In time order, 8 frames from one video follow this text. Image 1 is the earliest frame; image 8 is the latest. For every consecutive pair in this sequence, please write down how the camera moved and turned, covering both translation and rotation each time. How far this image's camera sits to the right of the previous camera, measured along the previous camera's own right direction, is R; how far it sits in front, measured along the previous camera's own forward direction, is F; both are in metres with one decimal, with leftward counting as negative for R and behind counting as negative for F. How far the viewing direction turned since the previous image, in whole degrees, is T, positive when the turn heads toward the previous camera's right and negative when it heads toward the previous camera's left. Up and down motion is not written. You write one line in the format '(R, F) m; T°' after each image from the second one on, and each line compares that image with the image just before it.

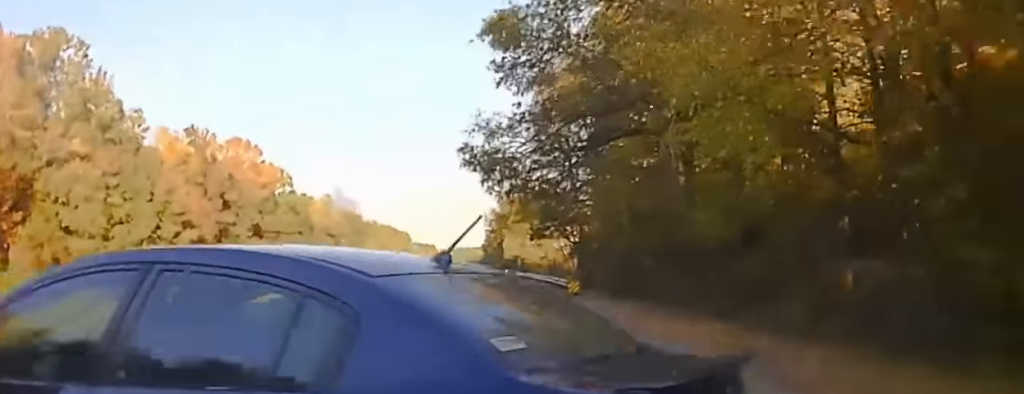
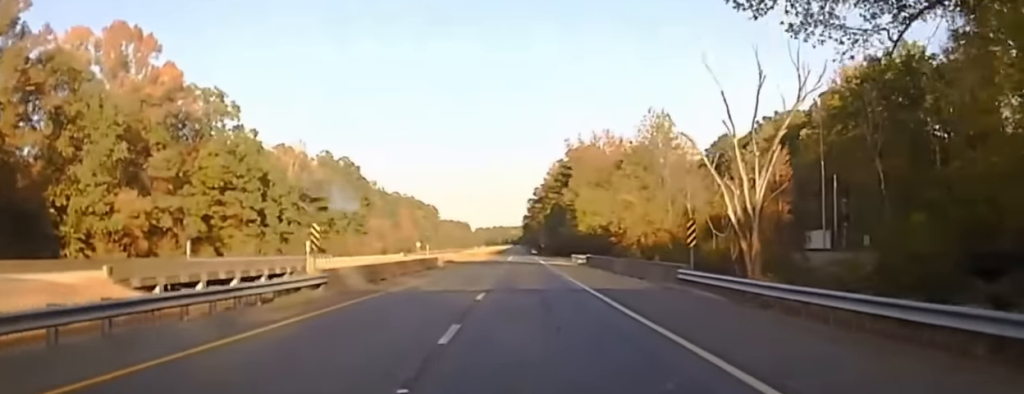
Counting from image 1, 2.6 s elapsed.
(-3.3, +68.3) m; -3°
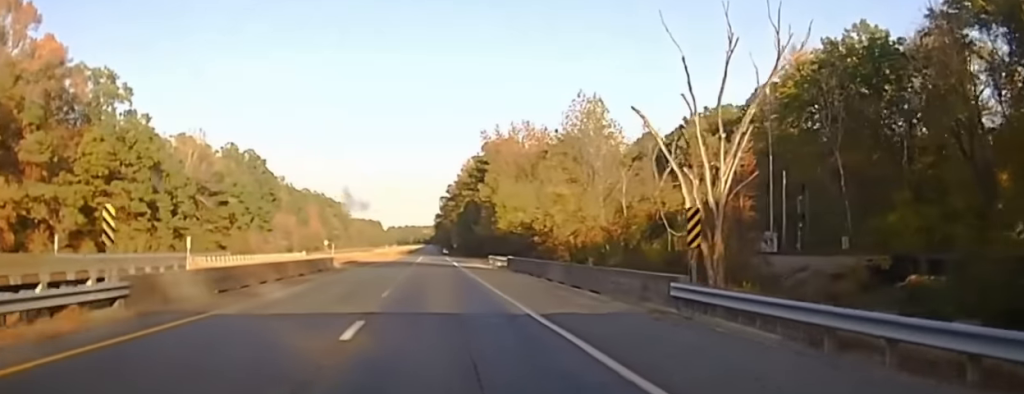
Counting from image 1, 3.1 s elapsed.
(0.0, +12.4) m; +2°
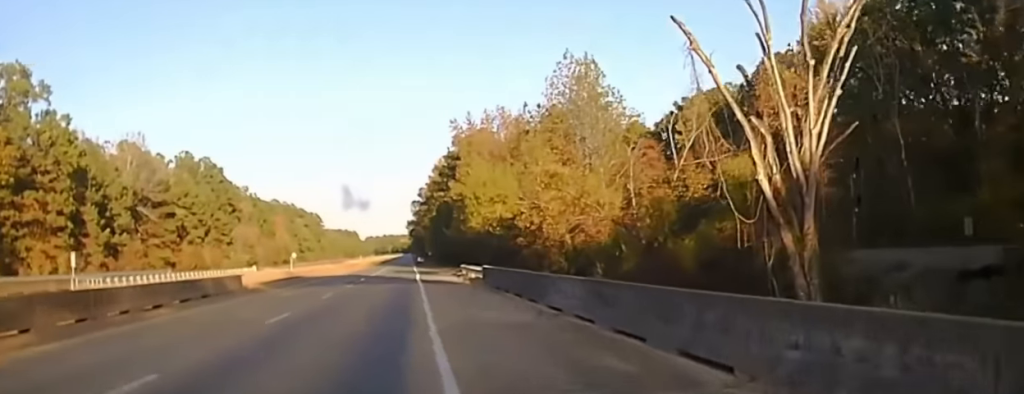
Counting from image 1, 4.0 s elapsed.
(+0.7, +21.0) m; +3°
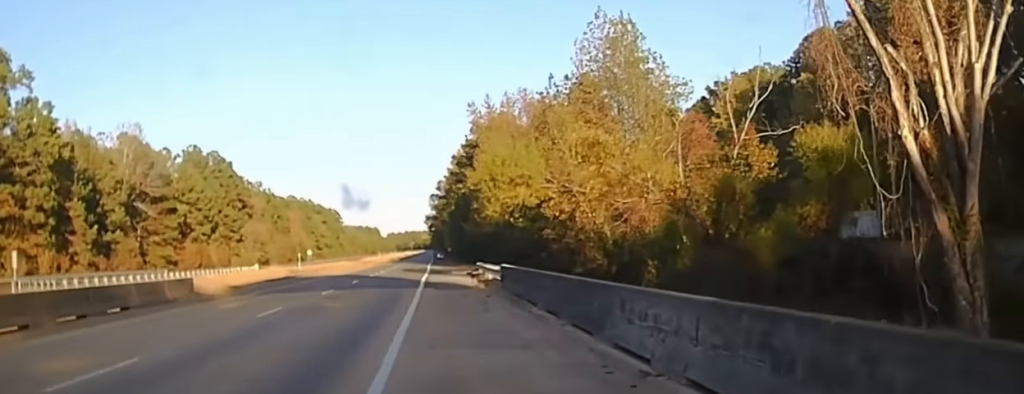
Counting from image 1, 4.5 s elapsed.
(+0.3, +12.7) m; +1°
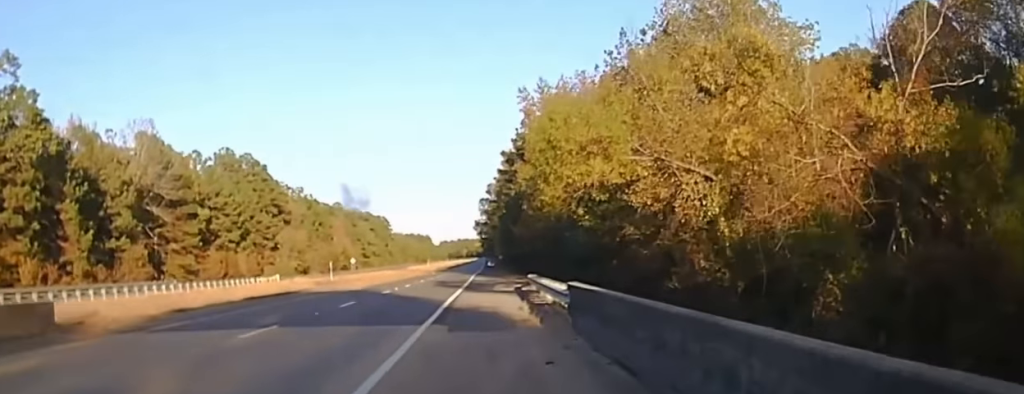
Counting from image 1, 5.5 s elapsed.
(+0.2, +17.6) m; 0°
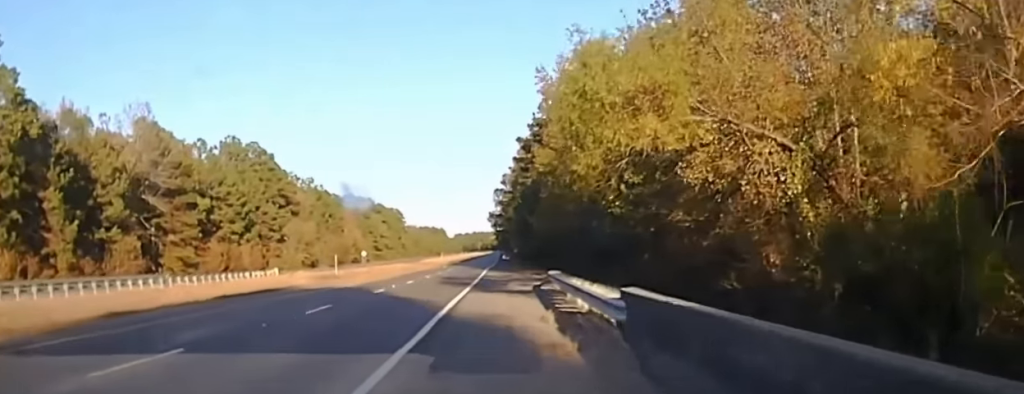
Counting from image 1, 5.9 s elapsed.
(0.0, +7.0) m; -1°
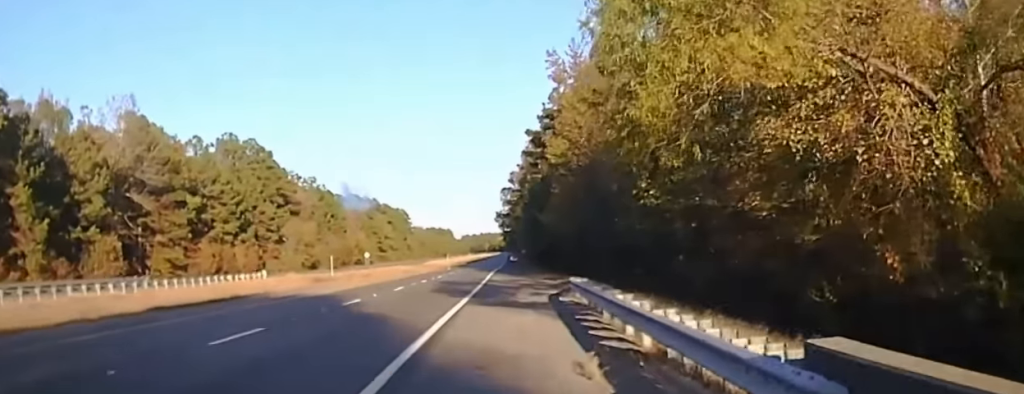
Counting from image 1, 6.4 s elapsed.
(-0.1, +7.6) m; -1°
